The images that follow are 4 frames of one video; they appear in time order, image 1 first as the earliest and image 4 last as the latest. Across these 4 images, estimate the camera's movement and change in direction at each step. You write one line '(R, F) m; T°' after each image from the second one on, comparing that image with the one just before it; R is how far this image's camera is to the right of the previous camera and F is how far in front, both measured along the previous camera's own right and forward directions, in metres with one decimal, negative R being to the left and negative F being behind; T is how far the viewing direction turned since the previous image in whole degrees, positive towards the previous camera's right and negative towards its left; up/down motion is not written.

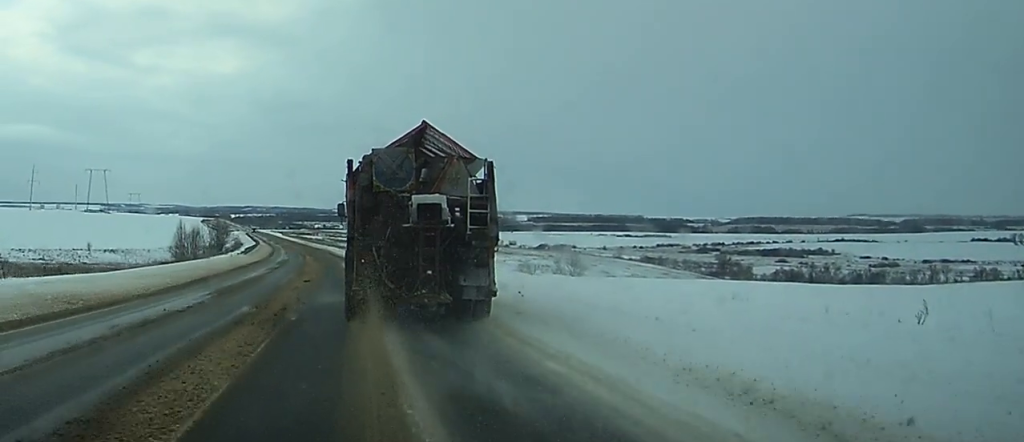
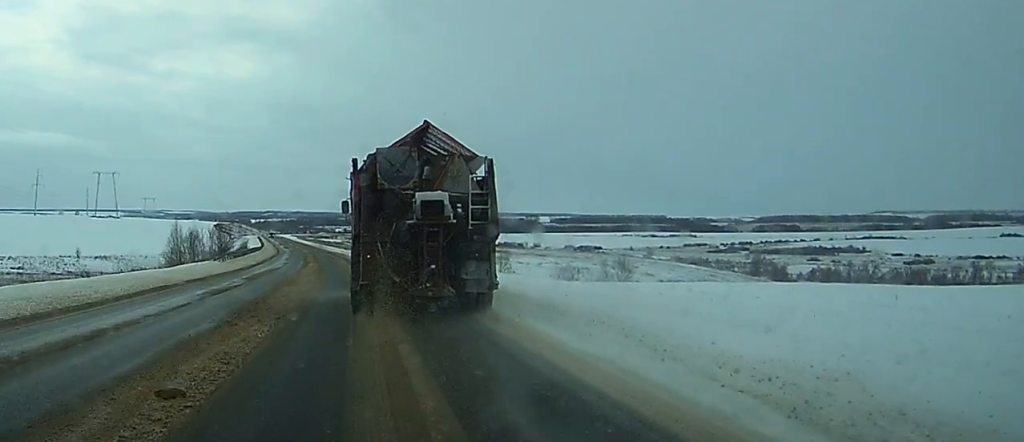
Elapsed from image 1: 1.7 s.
(-0.4, +25.5) m; -2°
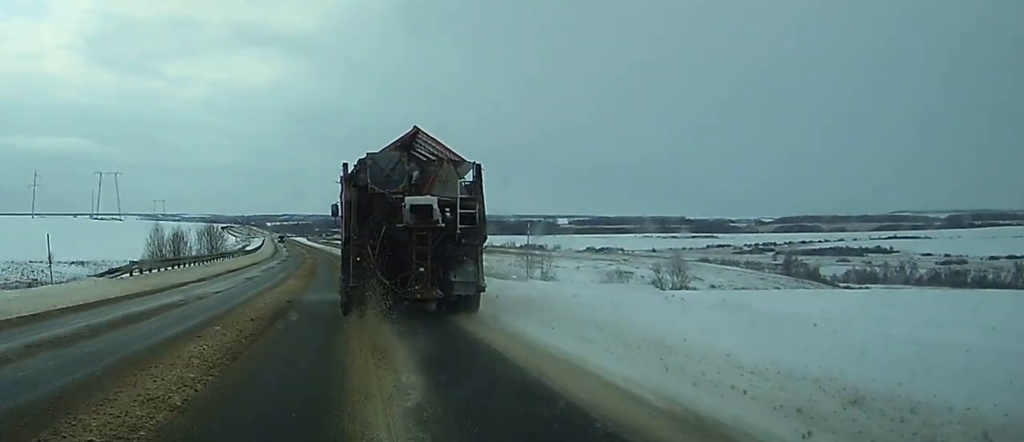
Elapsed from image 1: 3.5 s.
(-0.5, +28.0) m; -2°
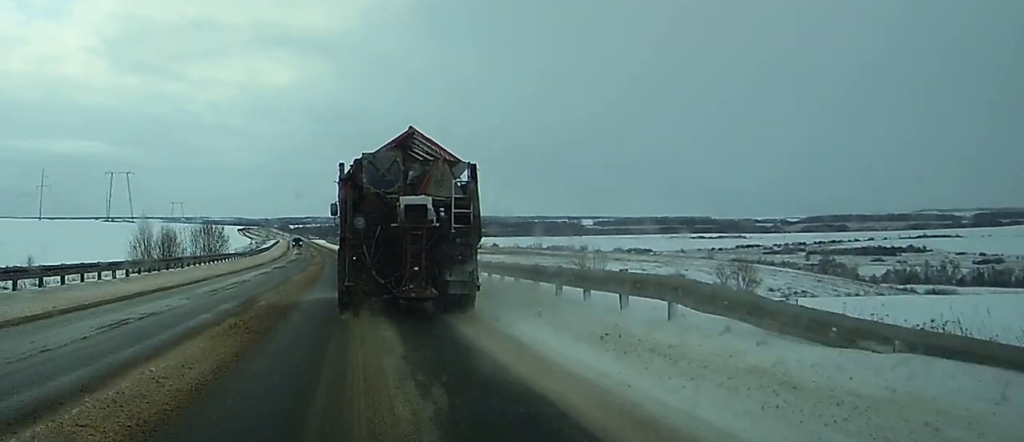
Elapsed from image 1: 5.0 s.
(-0.1, +22.6) m; -1°
